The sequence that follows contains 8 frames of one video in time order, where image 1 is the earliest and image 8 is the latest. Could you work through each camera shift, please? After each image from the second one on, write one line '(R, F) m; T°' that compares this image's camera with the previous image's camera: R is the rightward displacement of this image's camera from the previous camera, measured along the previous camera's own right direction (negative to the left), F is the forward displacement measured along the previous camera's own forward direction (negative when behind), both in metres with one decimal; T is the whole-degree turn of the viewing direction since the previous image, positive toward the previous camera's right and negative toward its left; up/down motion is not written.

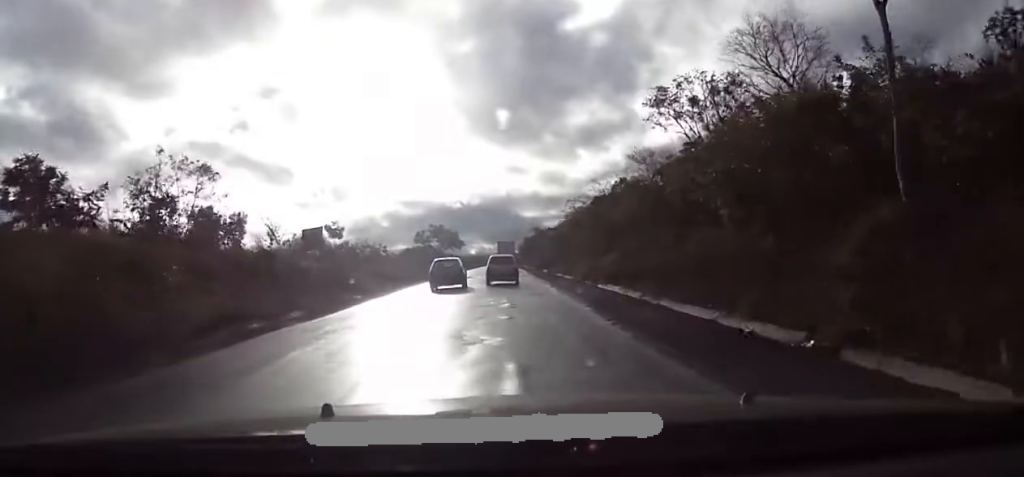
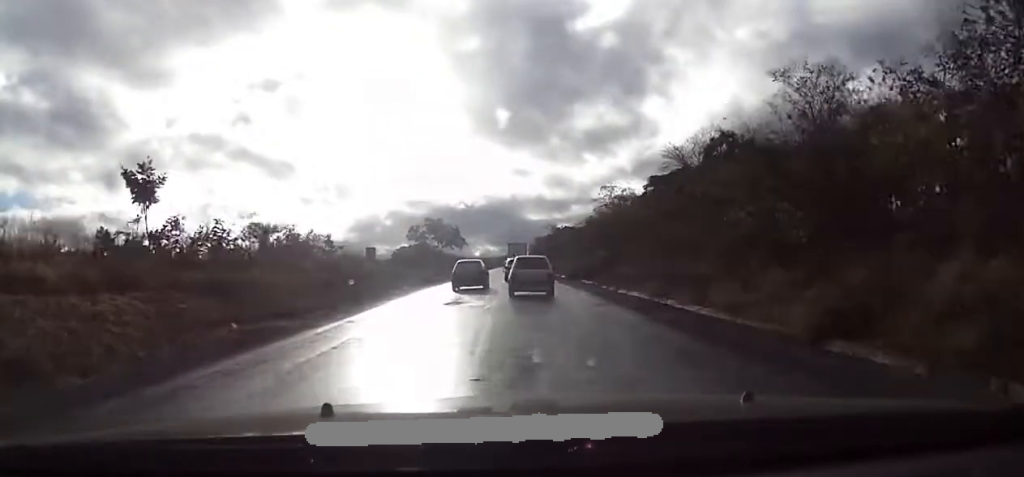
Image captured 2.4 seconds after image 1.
(-1.3, +29.8) m; -3°
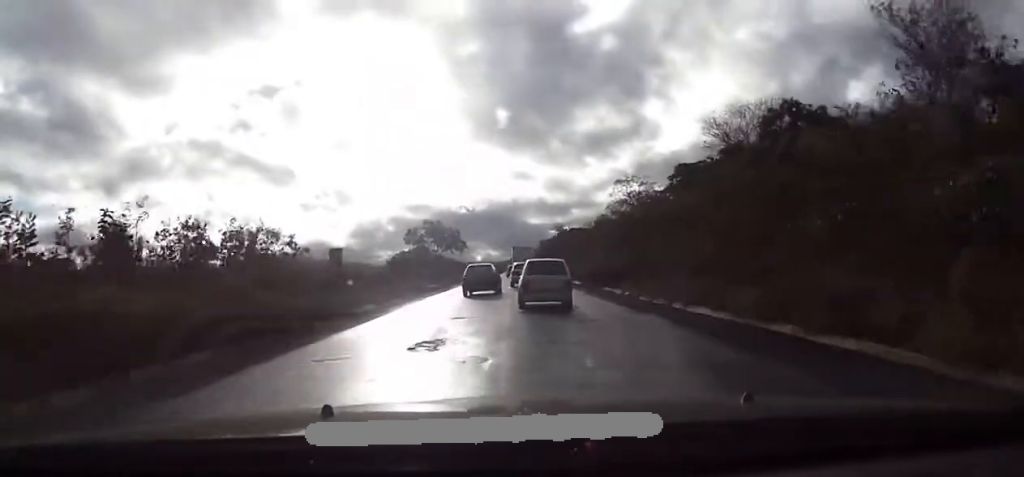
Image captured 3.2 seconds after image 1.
(+0.3, +9.4) m; 0°
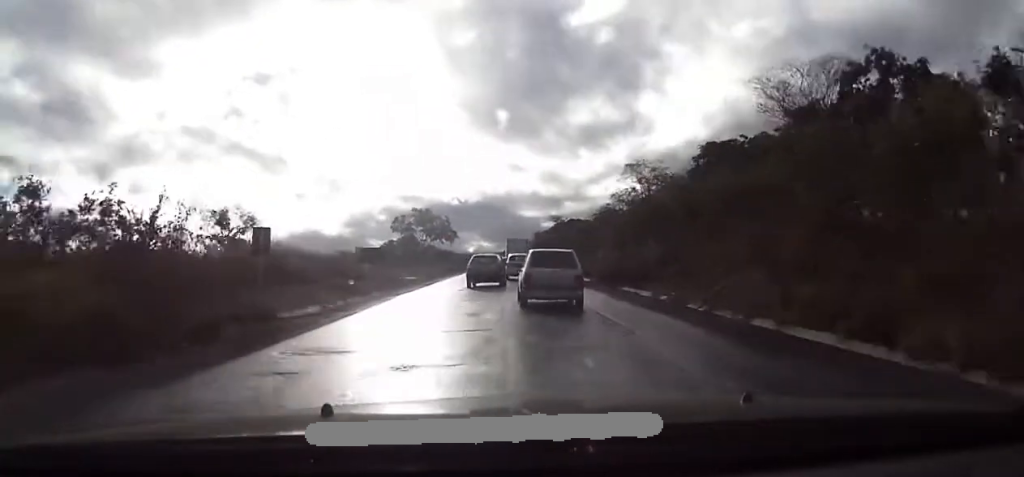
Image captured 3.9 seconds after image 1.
(0.0, +9.1) m; 0°
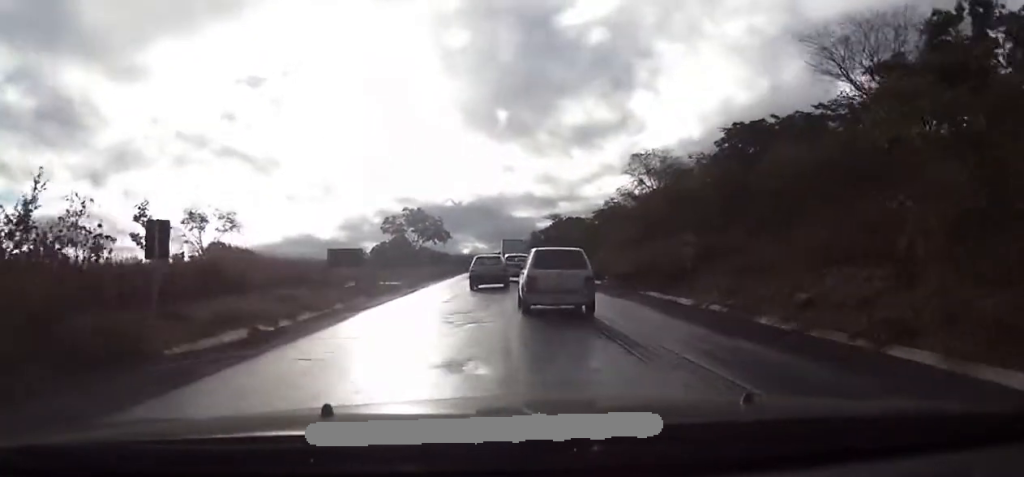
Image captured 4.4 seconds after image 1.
(-0.3, +7.0) m; 0°
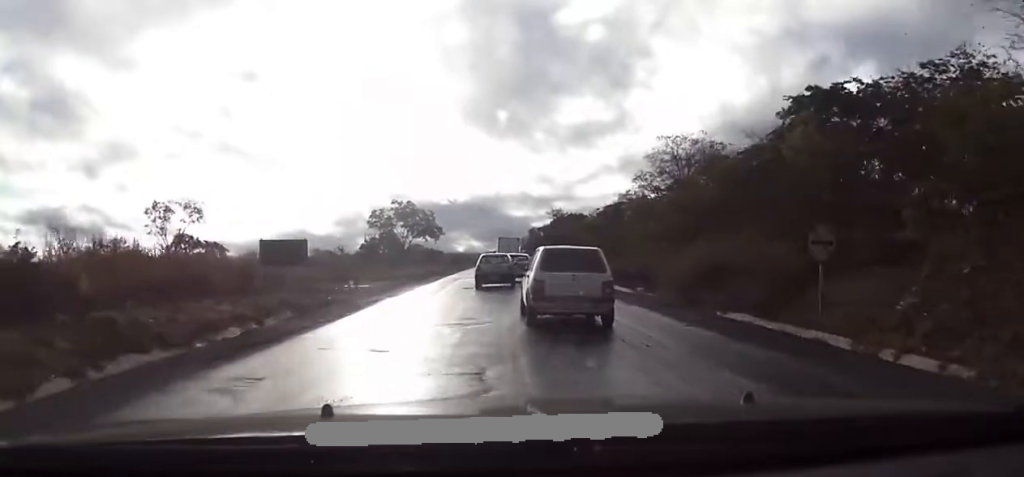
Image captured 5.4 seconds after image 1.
(+0.5, +12.6) m; +1°
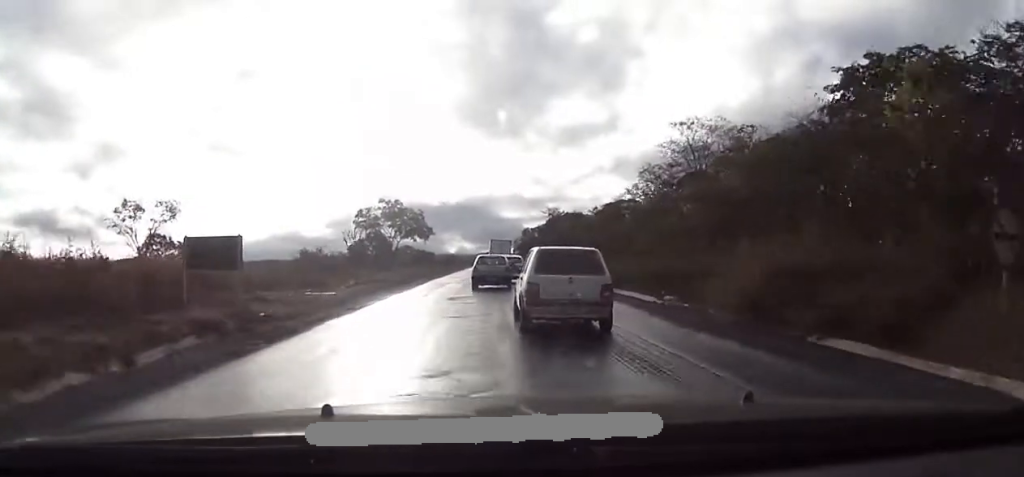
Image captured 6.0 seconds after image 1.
(-0.1, +7.9) m; 0°
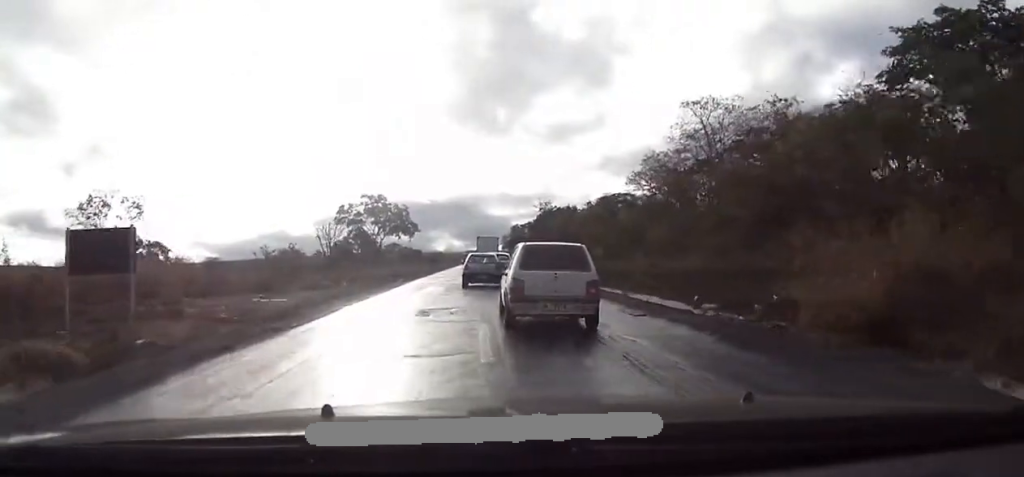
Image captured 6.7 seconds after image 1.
(-0.1, +7.3) m; 0°
